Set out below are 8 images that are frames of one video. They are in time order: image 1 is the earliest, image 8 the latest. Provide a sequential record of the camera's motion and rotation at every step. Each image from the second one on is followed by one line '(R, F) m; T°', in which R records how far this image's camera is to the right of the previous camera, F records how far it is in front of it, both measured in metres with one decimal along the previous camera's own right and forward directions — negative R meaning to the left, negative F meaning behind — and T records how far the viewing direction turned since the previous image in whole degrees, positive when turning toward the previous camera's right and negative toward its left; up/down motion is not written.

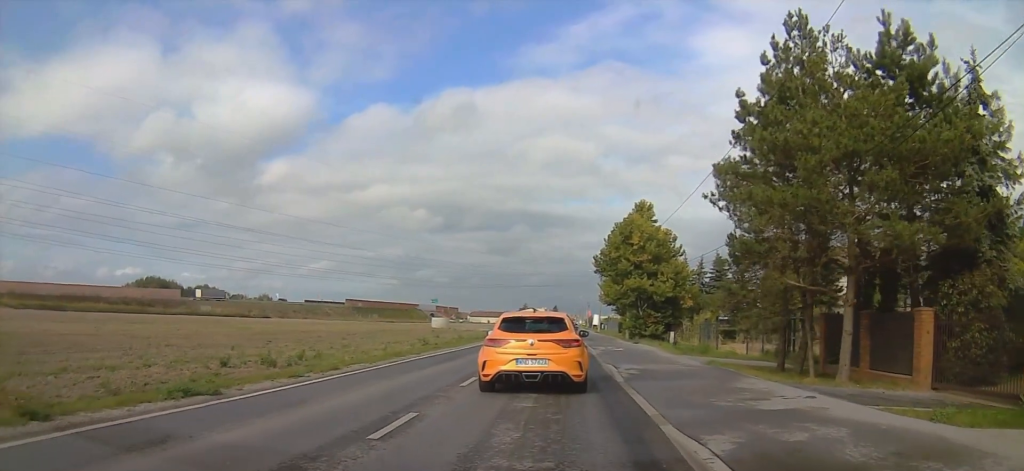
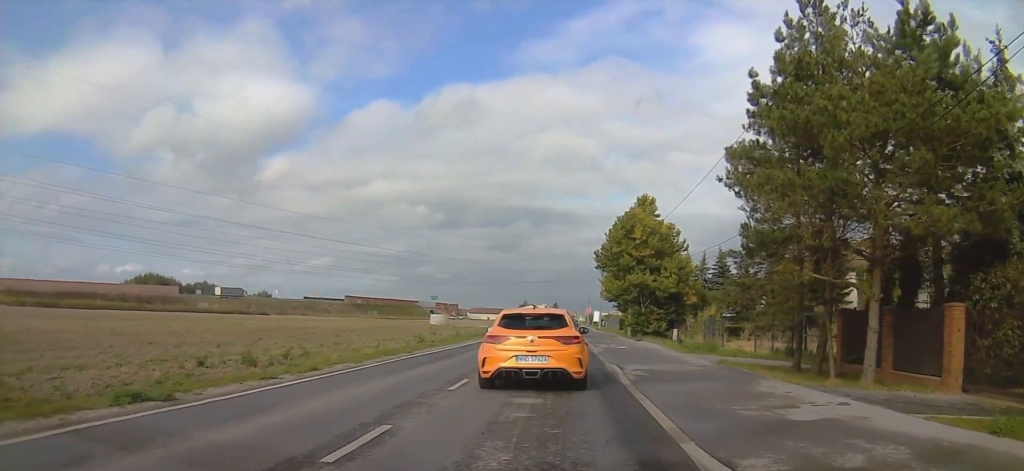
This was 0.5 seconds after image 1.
(0.0, +1.2) m; 0°
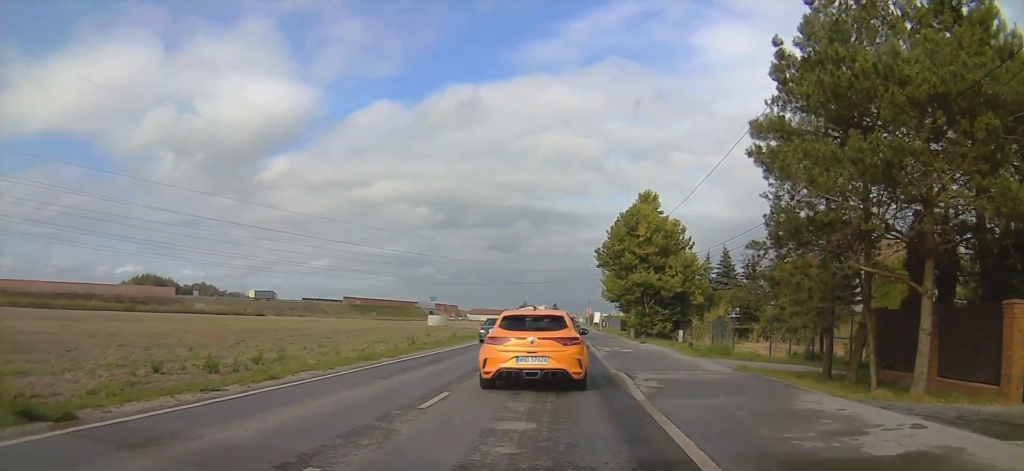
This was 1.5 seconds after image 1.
(0.0, +2.3) m; +1°
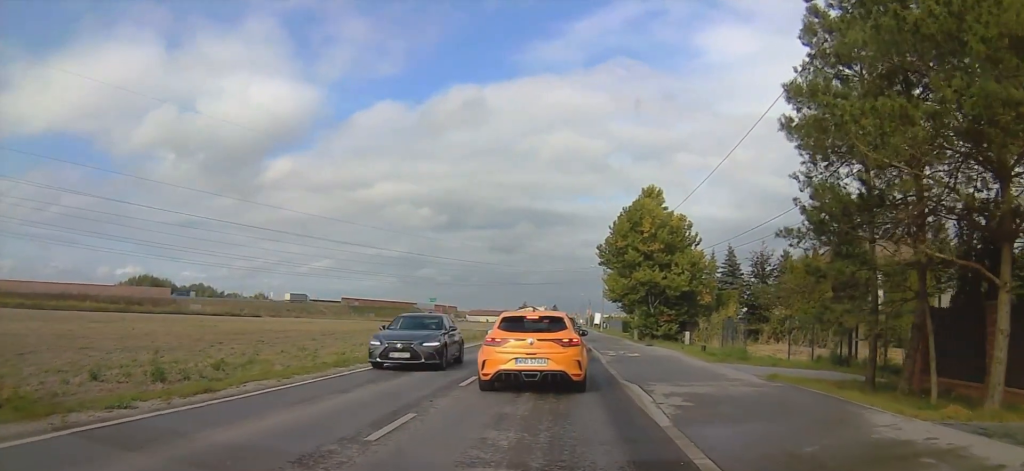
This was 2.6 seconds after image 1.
(0.0, +2.5) m; +2°
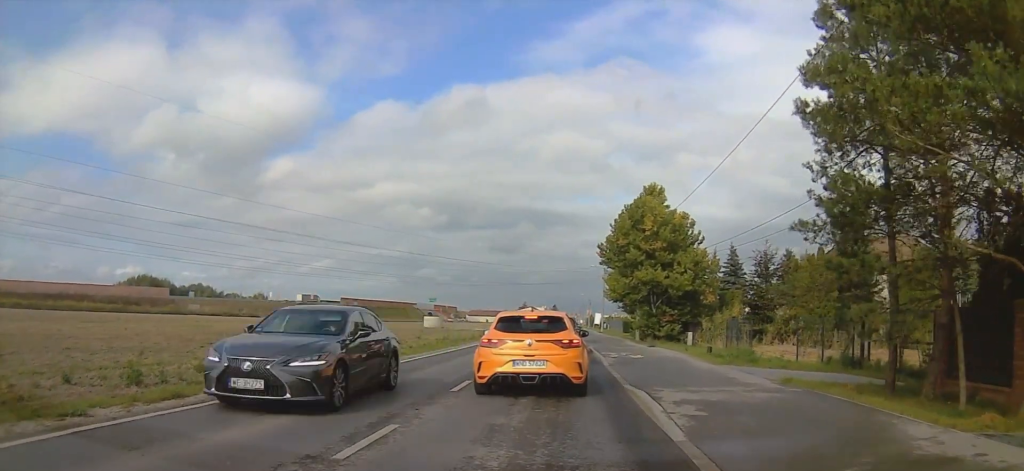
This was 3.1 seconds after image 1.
(0.0, +0.8) m; 0°
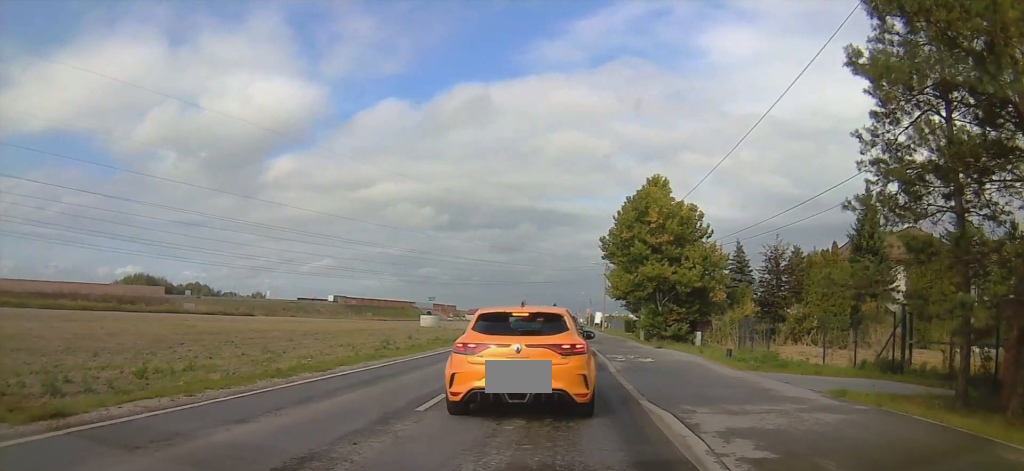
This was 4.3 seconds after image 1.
(0.0, +2.2) m; -2°
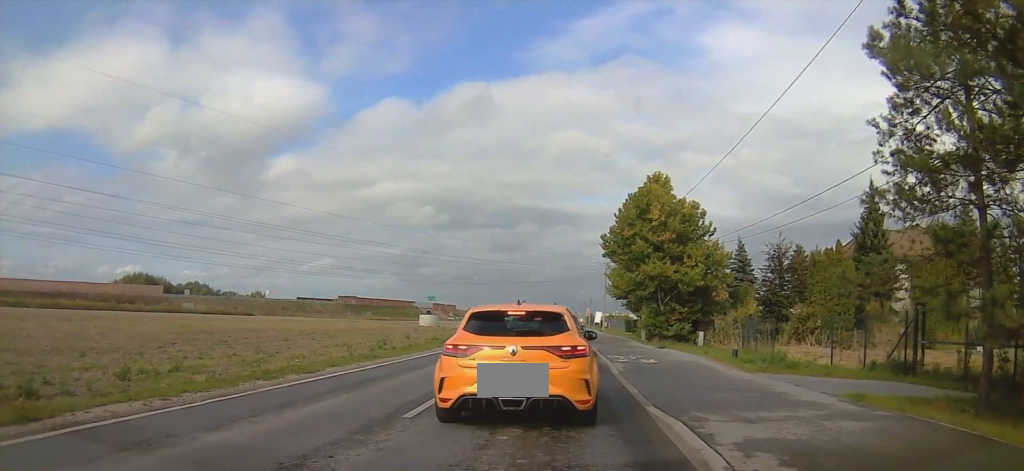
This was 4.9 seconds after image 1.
(0.0, +0.8) m; -1°
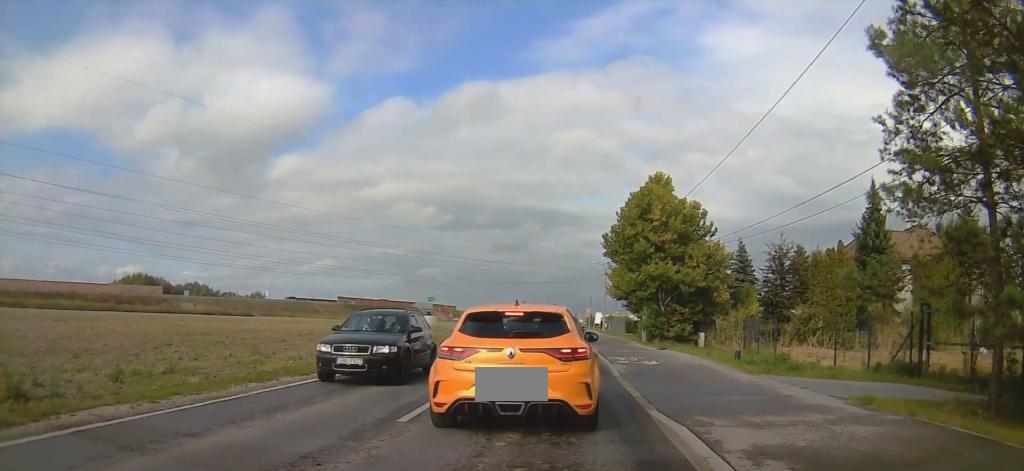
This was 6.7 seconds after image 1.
(0.0, +2.3) m; 0°
